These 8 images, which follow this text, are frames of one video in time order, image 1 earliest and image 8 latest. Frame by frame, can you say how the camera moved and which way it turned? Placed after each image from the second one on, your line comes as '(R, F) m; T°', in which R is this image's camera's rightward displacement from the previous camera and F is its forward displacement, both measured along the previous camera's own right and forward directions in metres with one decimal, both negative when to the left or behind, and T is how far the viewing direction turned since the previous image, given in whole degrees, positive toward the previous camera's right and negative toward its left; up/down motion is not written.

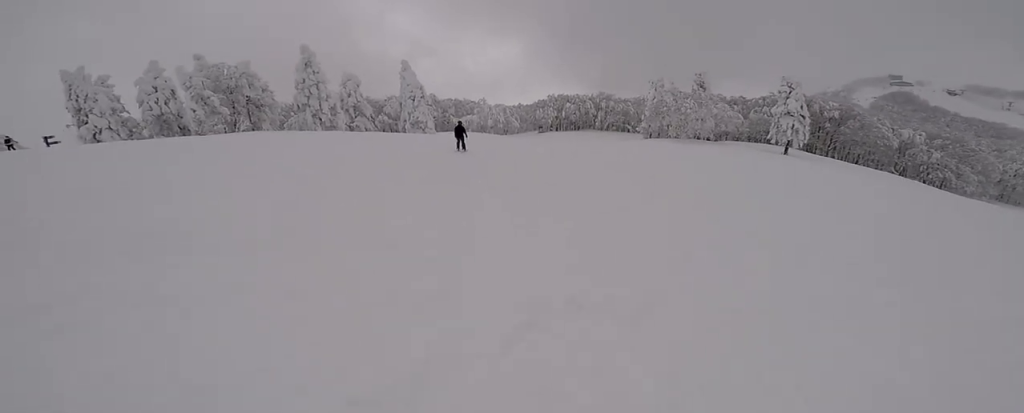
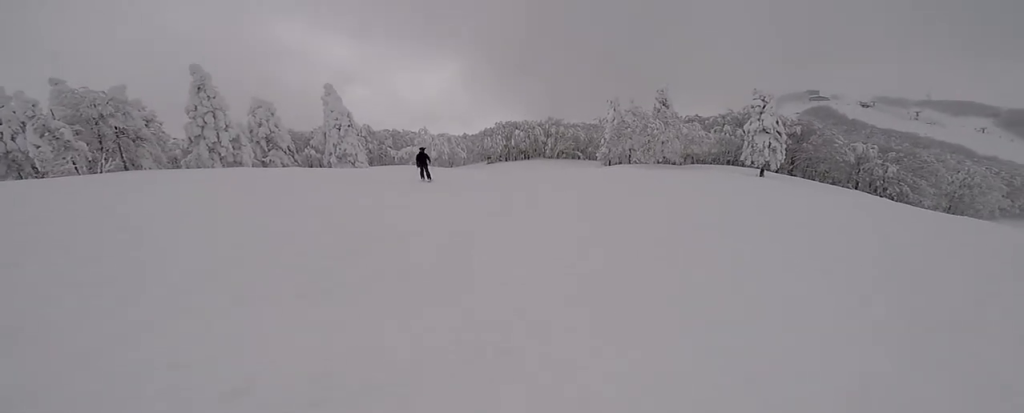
(+0.6, +7.9) m; +9°
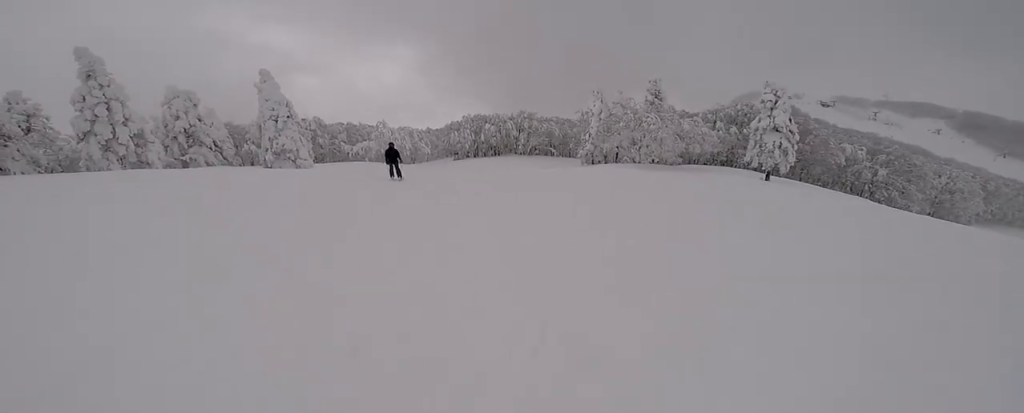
(+0.5, +7.4) m; +3°
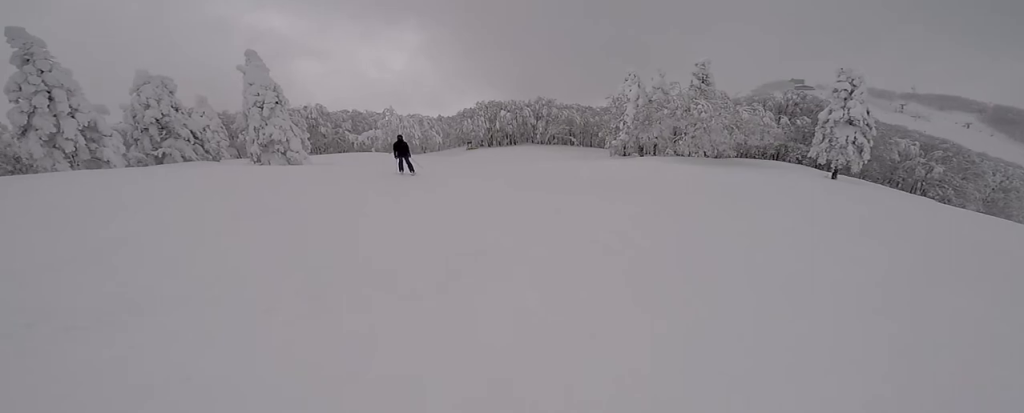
(0.0, +6.4) m; -4°
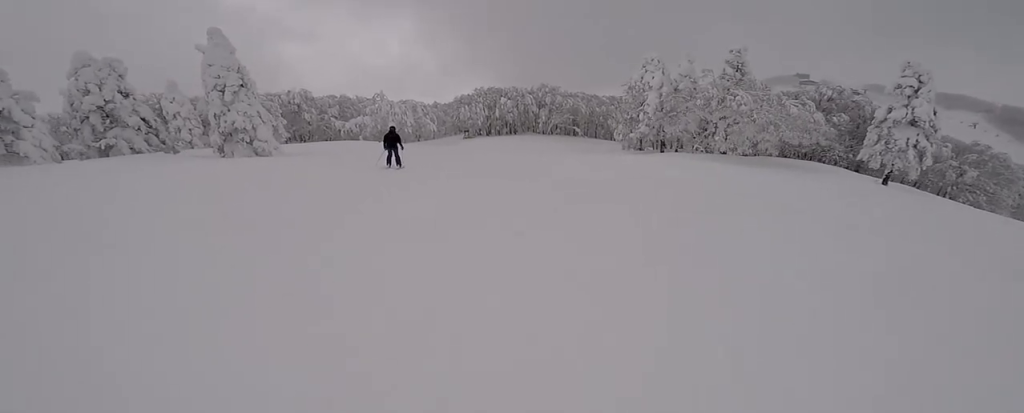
(-0.3, +5.5) m; -4°
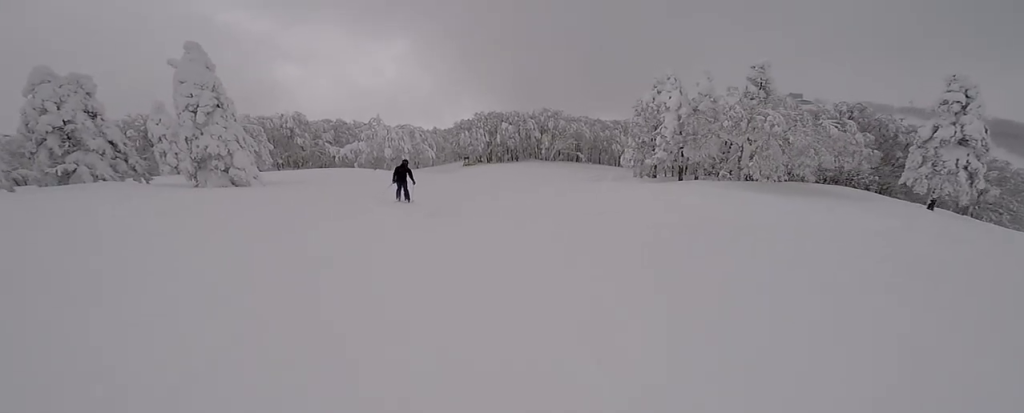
(0.0, +4.3) m; +3°
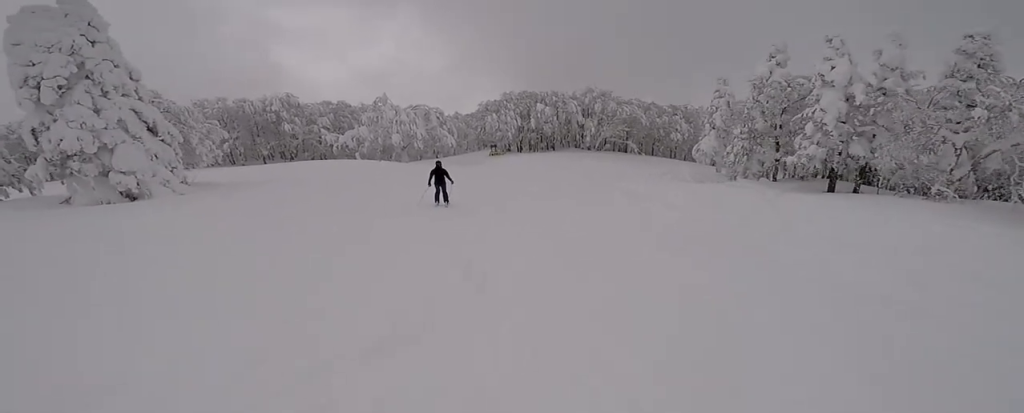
(+0.3, +13.8) m; -2°
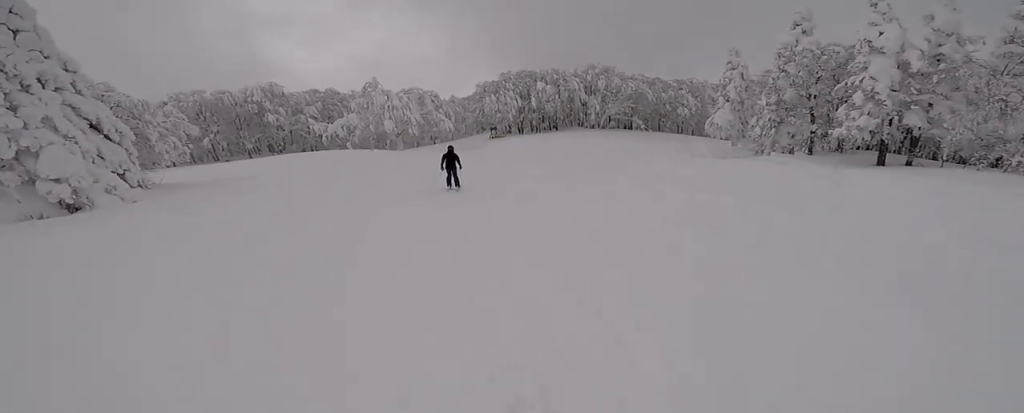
(-0.1, +3.4) m; -1°
